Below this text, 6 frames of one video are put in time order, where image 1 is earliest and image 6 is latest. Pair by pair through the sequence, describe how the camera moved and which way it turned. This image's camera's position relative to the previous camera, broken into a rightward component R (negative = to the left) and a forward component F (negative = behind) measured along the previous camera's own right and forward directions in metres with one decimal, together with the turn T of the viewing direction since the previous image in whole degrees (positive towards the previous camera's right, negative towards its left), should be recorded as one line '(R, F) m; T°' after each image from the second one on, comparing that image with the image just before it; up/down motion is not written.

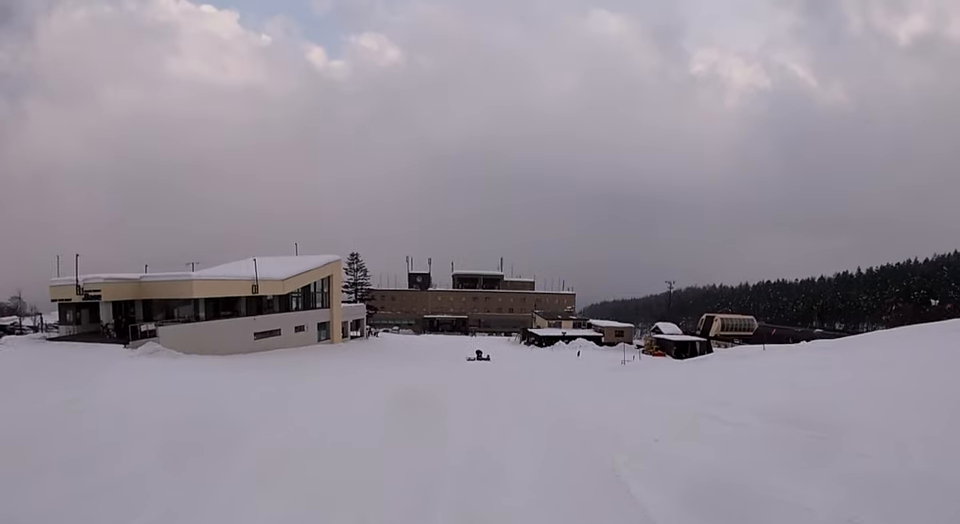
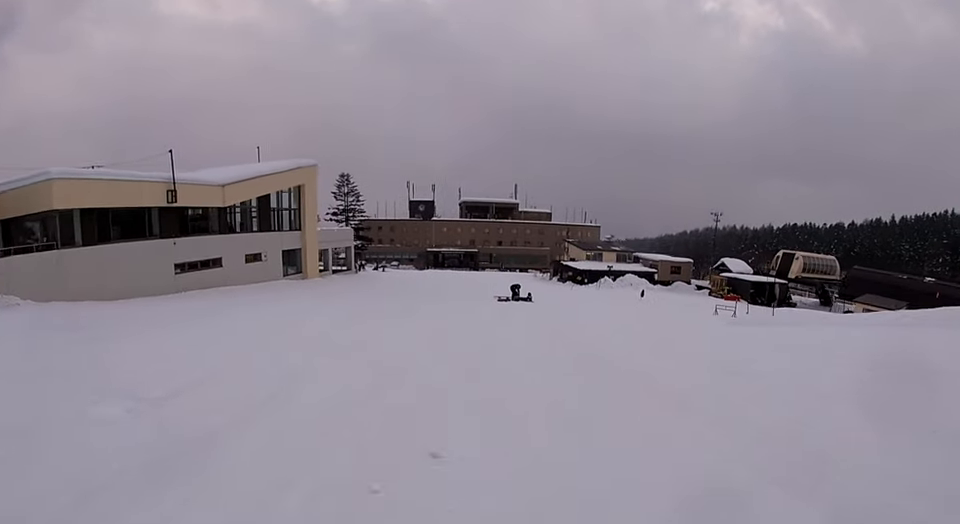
(0.0, +15.0) m; +4°
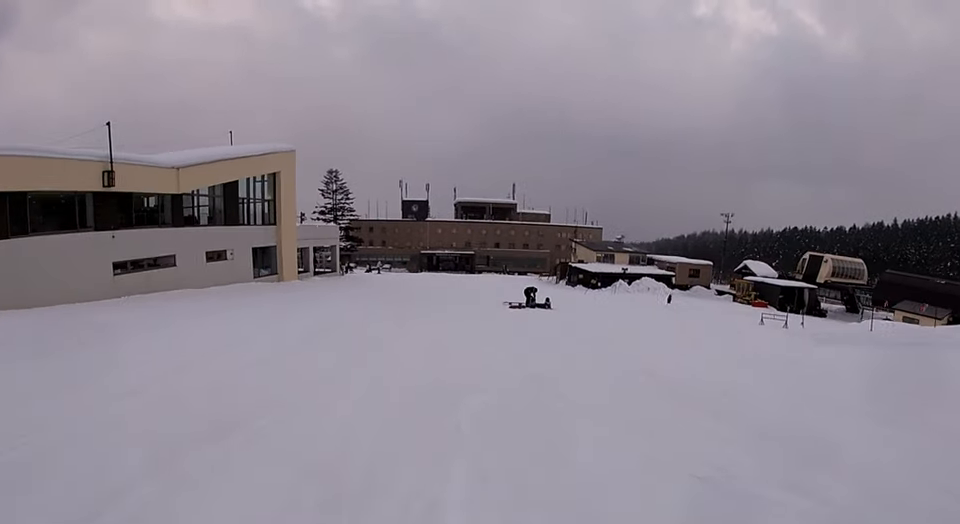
(-0.3, +5.3) m; +5°
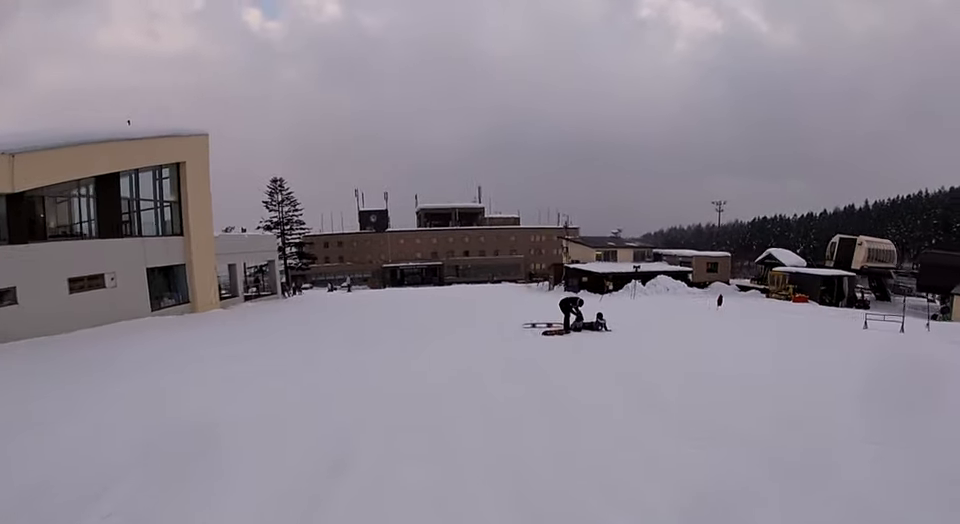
(+1.4, +9.1) m; +9°
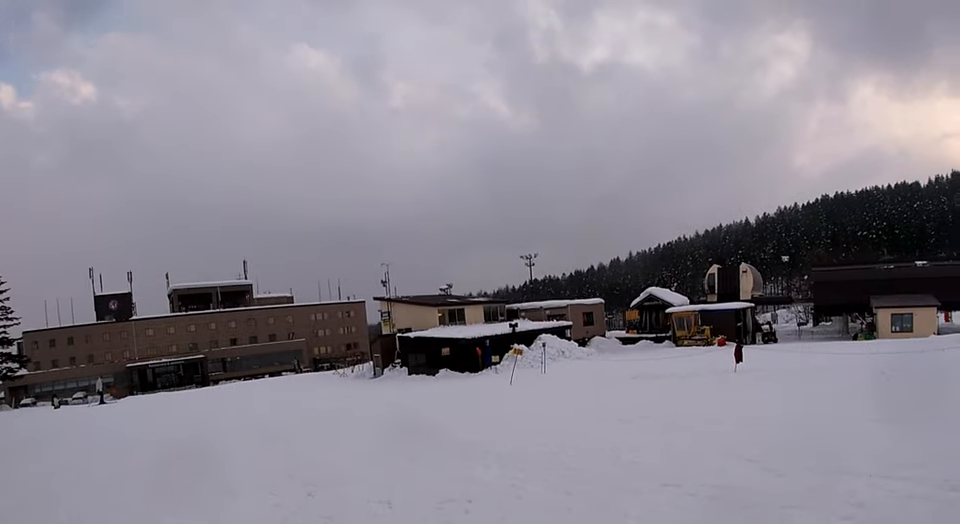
(+1.4, +13.8) m; +13°
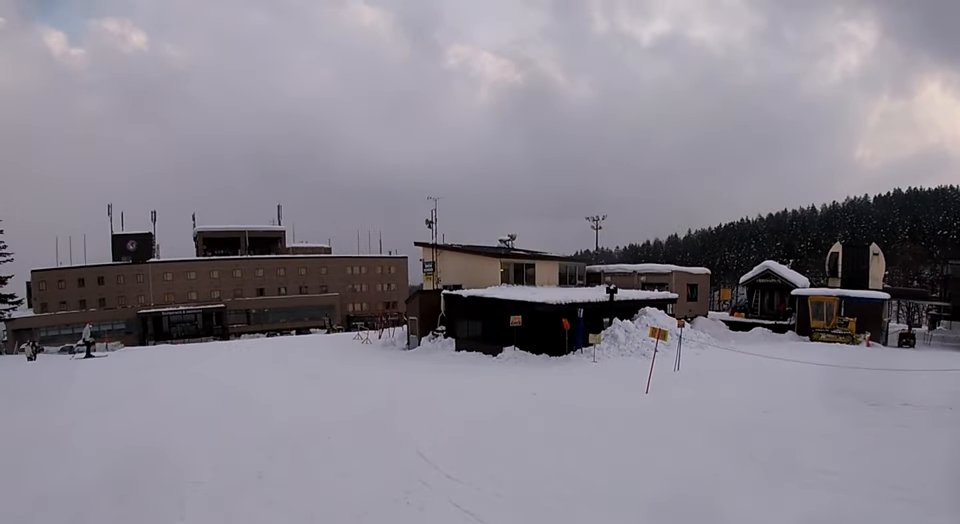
(+0.4, +7.1) m; -6°
